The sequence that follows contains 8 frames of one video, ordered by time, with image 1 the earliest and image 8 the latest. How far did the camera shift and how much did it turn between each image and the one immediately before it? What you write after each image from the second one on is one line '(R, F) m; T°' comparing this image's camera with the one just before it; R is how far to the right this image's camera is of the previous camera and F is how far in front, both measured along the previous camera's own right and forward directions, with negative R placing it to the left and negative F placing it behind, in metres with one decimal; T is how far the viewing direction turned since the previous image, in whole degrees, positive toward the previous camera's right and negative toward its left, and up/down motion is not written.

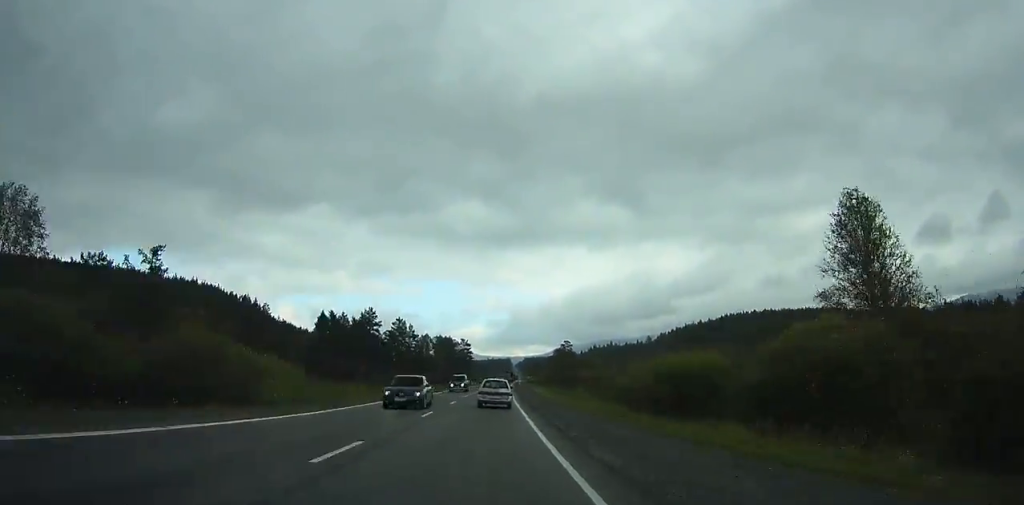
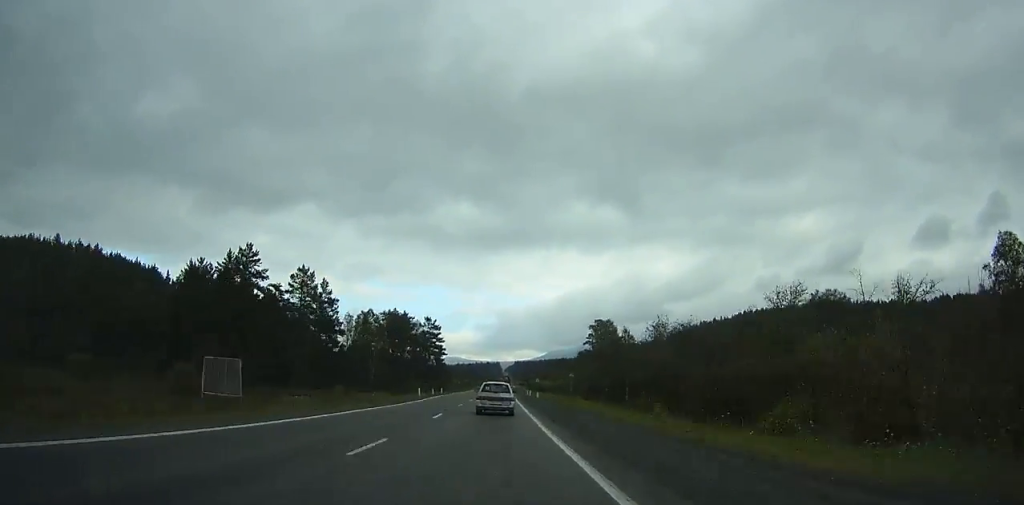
(+0.5, +79.9) m; +1°
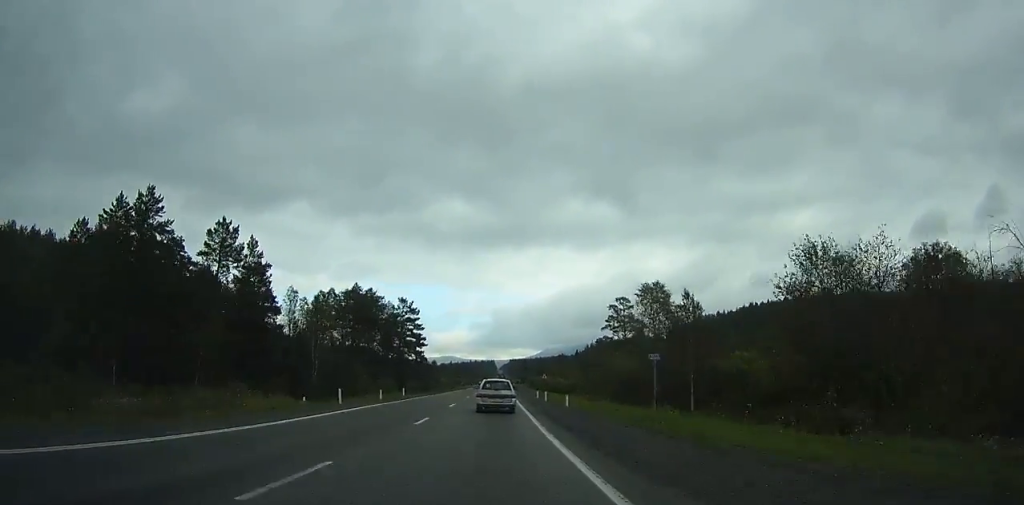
(0.0, +27.8) m; 0°
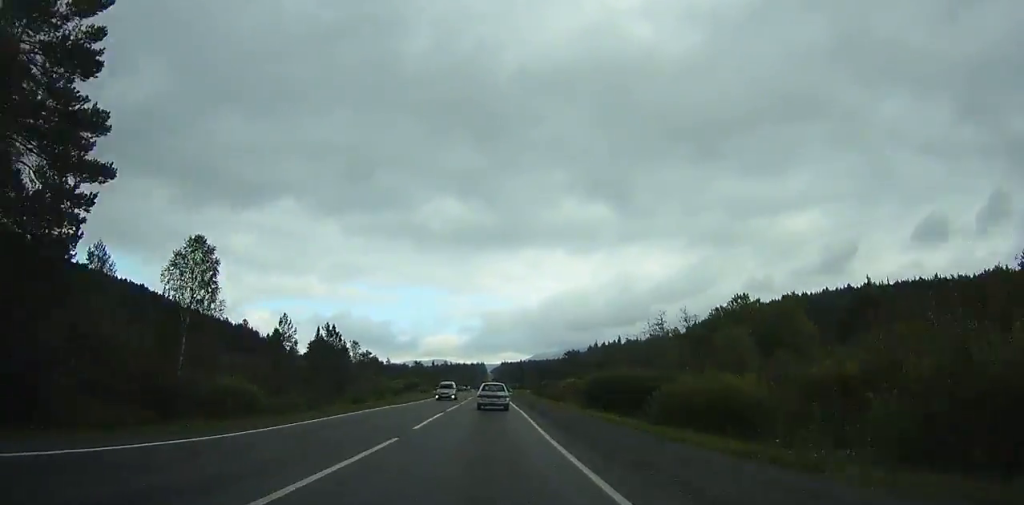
(+0.3, +90.1) m; +1°
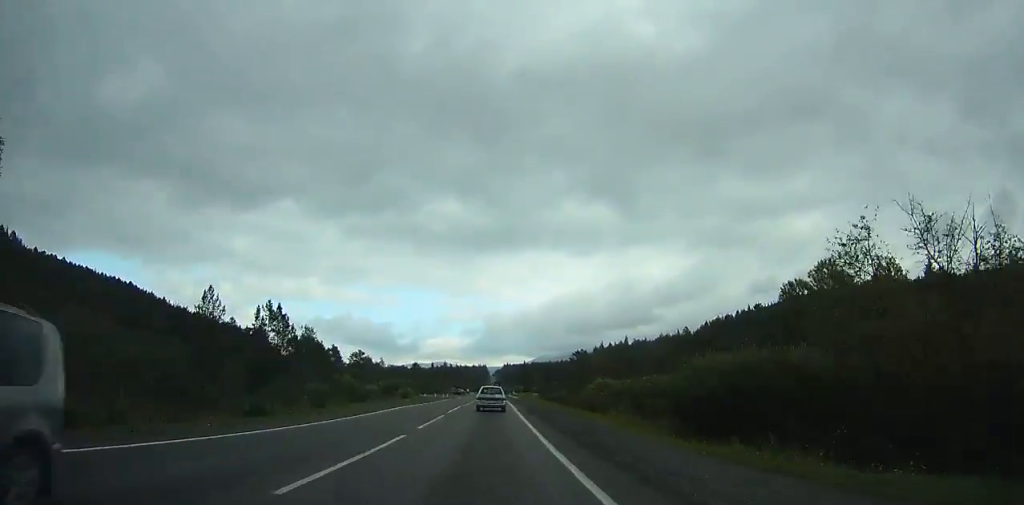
(+0.1, +22.8) m; 0°
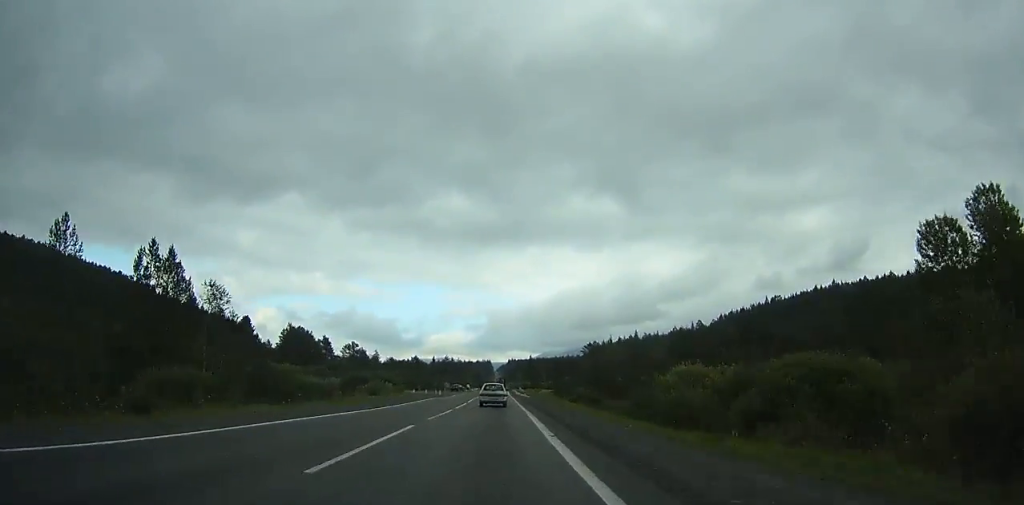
(+0.1, +22.7) m; 0°
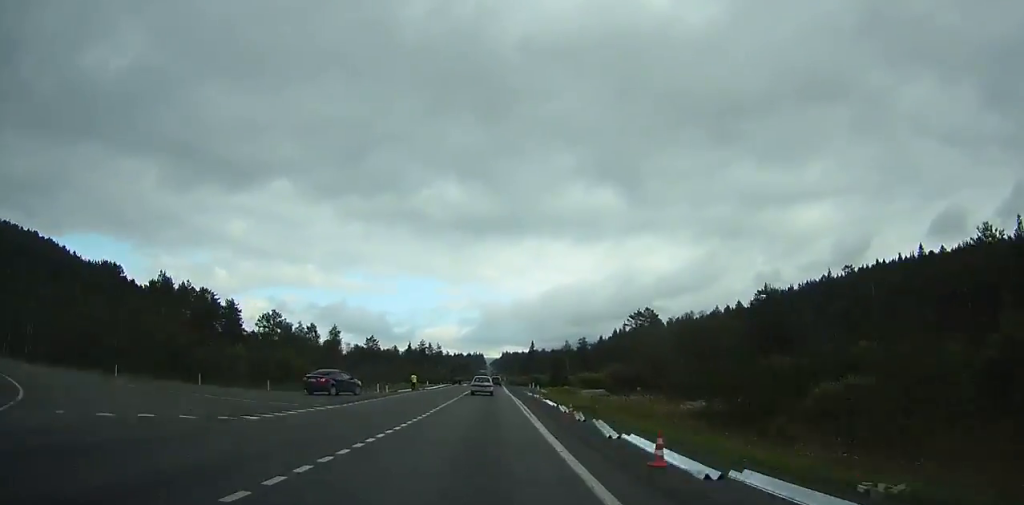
(0.0, +91.2) m; 0°
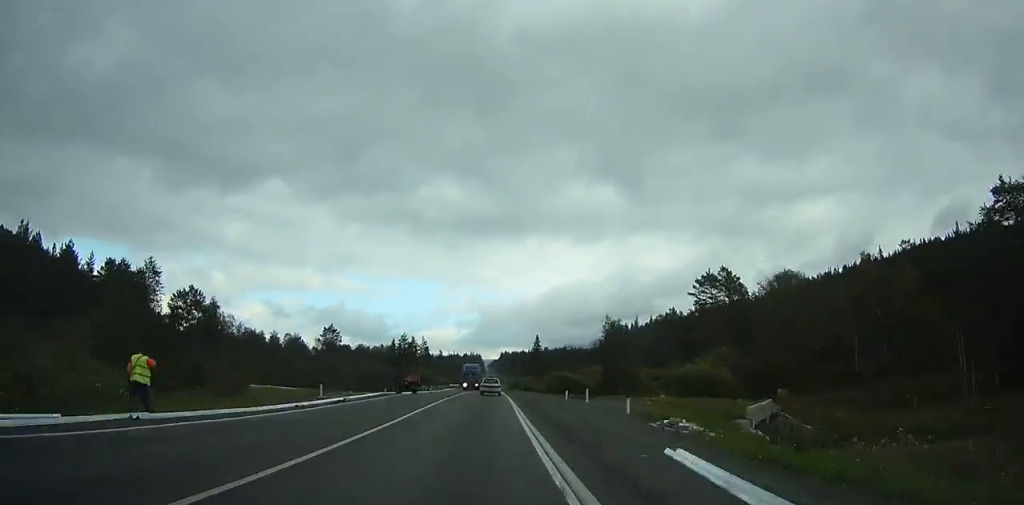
(+0.1, +52.0) m; 0°
